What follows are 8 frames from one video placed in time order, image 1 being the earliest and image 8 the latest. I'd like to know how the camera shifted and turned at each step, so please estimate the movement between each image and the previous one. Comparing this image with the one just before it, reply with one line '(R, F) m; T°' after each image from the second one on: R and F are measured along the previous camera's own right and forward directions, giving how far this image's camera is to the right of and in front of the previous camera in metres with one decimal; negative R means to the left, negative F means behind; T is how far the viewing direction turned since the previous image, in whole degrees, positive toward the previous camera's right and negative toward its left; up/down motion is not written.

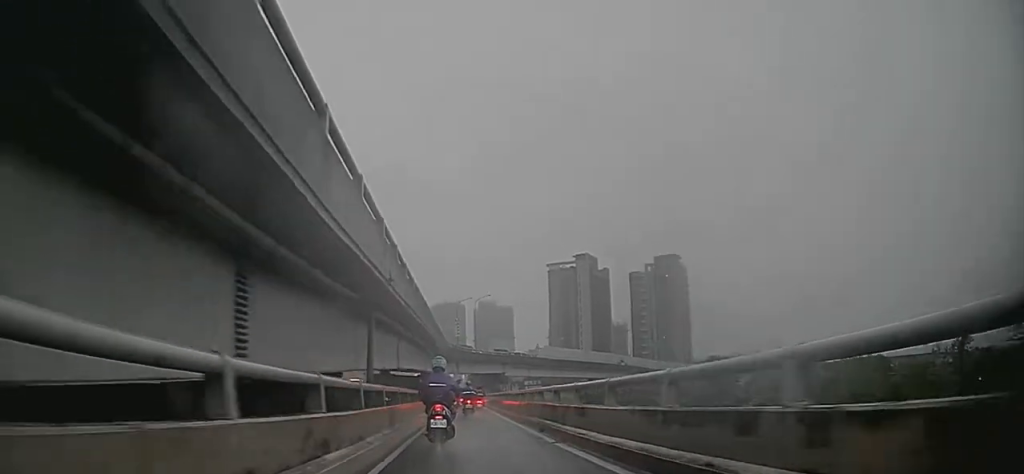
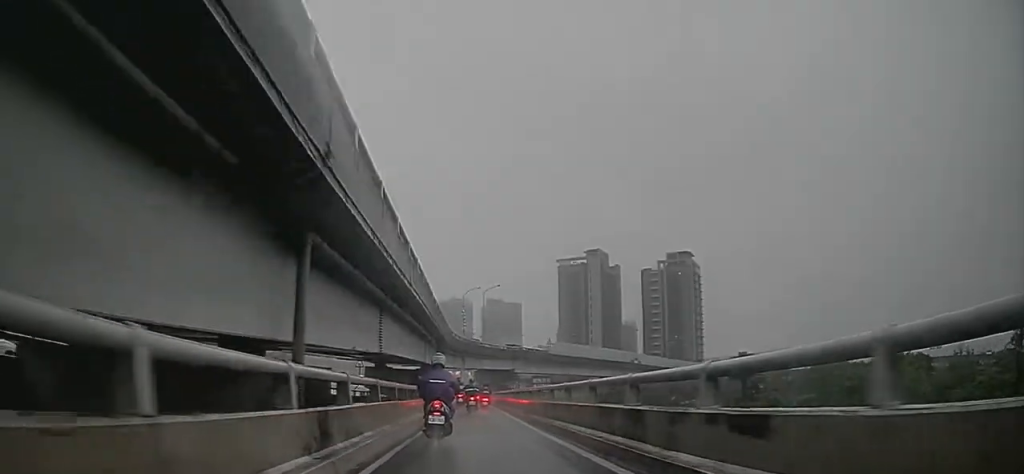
(+0.1, +5.3) m; +1°
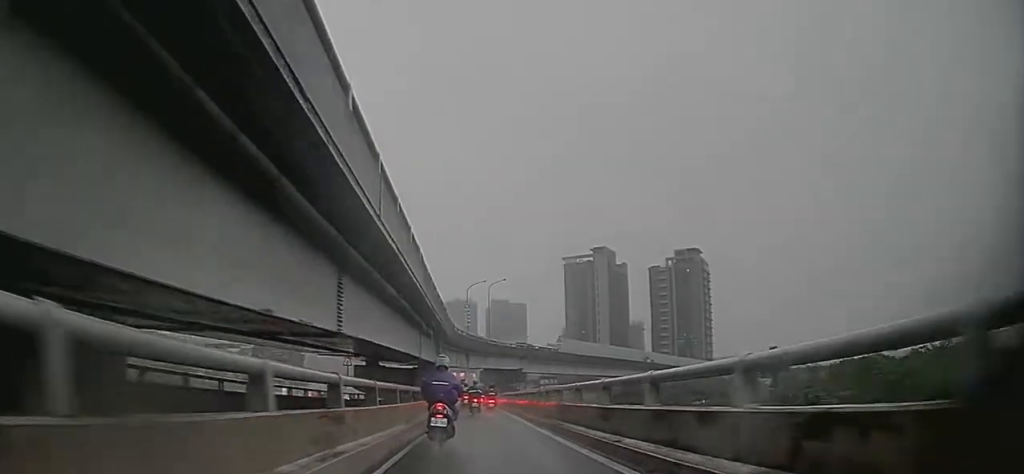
(0.0, +5.3) m; 0°
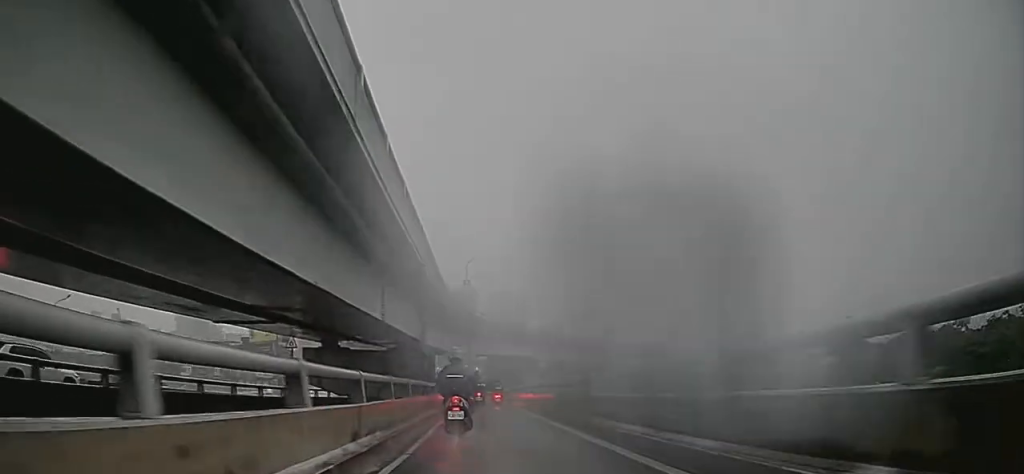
(0.0, +11.2) m; 0°
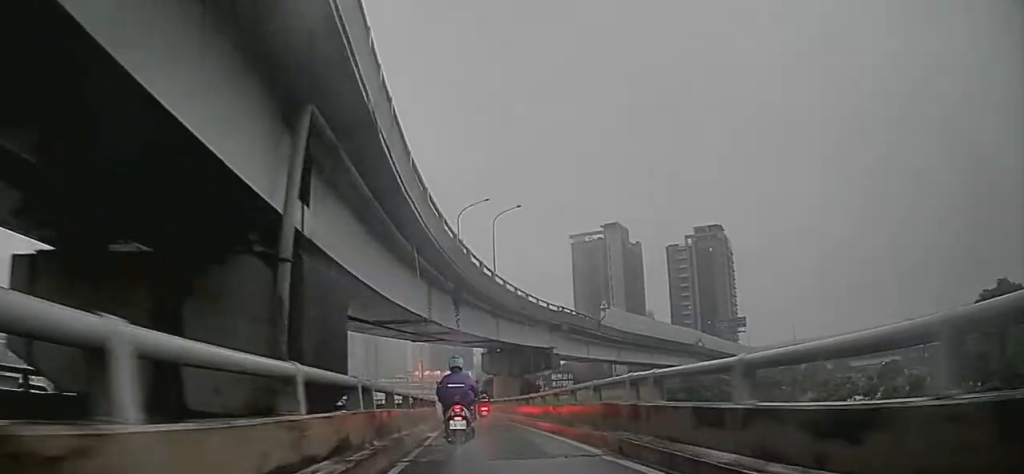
(0.0, +17.5) m; 0°
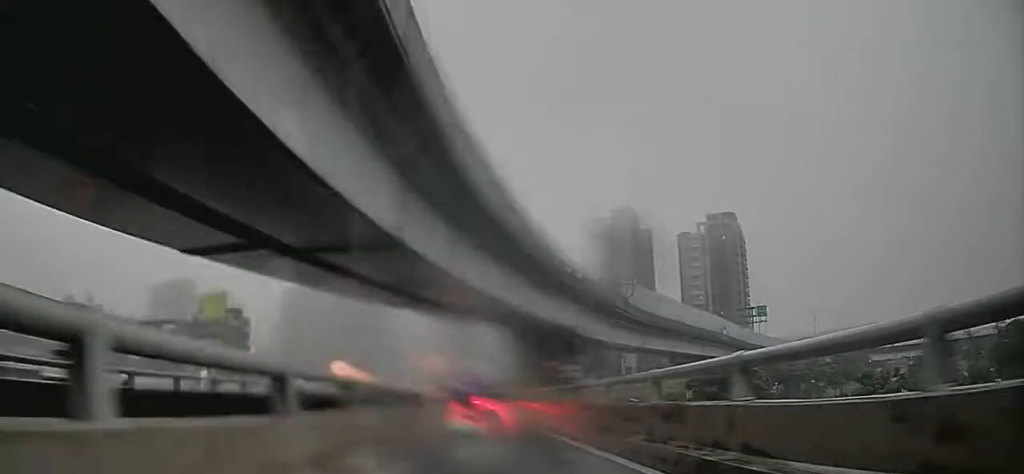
(0.0, +8.7) m; 0°
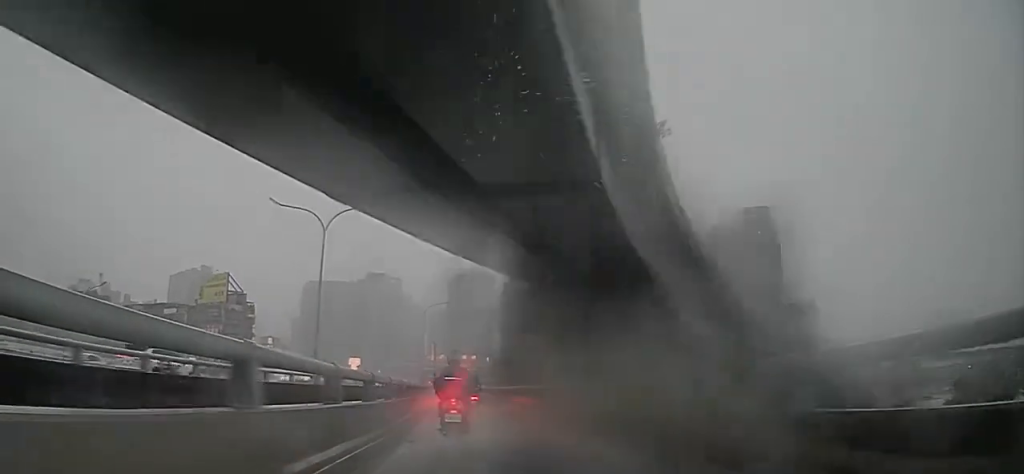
(0.0, +14.2) m; 0°
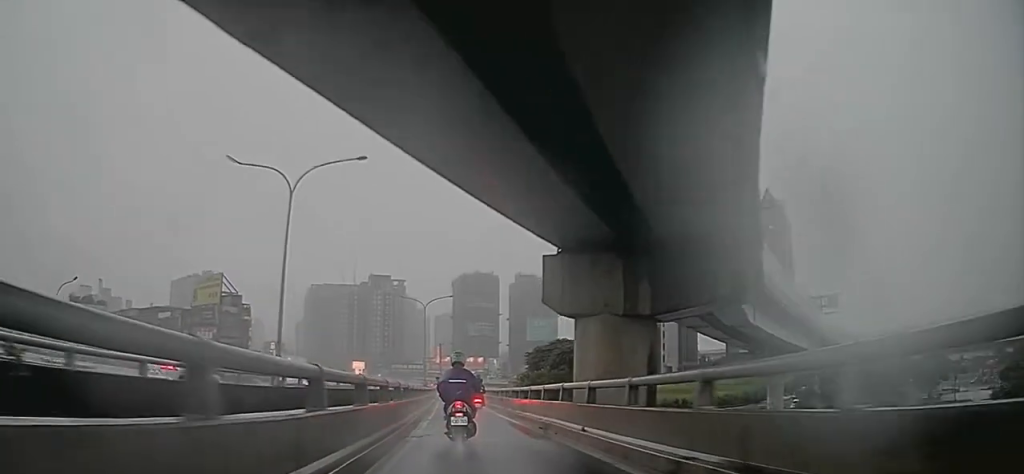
(0.0, +5.8) m; 0°
